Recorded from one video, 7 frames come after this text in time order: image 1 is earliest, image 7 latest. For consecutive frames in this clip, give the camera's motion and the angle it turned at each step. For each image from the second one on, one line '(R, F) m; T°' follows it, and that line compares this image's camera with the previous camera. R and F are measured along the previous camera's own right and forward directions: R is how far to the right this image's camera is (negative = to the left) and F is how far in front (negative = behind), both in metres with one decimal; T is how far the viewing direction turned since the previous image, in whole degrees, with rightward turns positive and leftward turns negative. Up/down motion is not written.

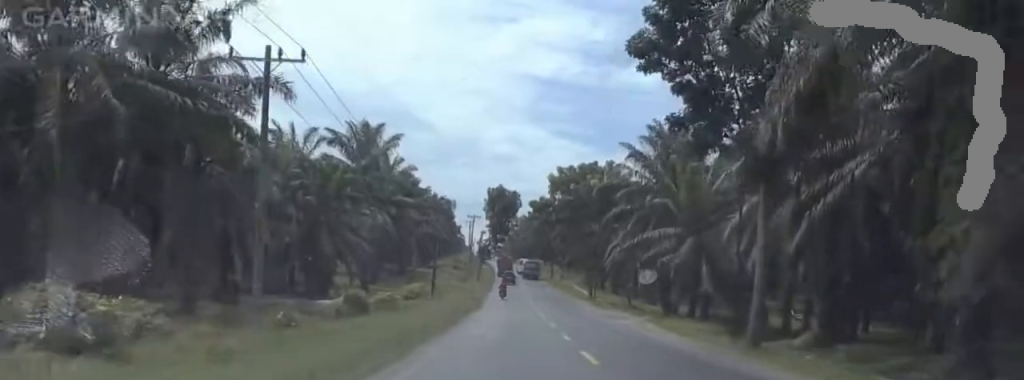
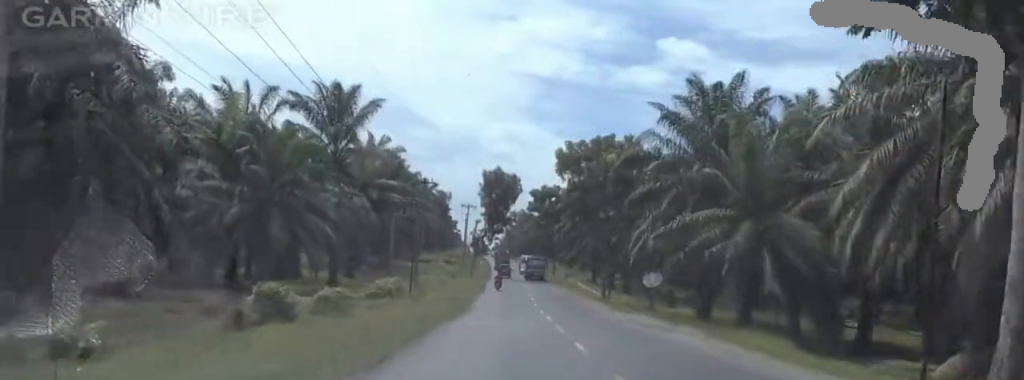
(-0.2, +14.5) m; -3°
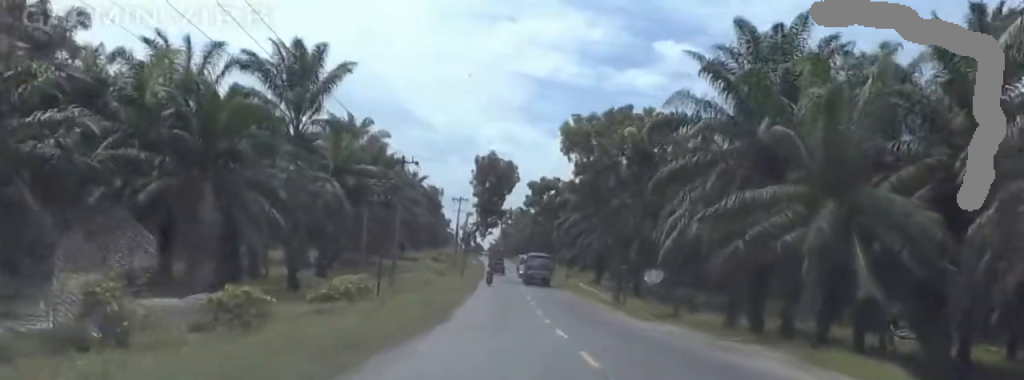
(-0.4, +12.2) m; -2°
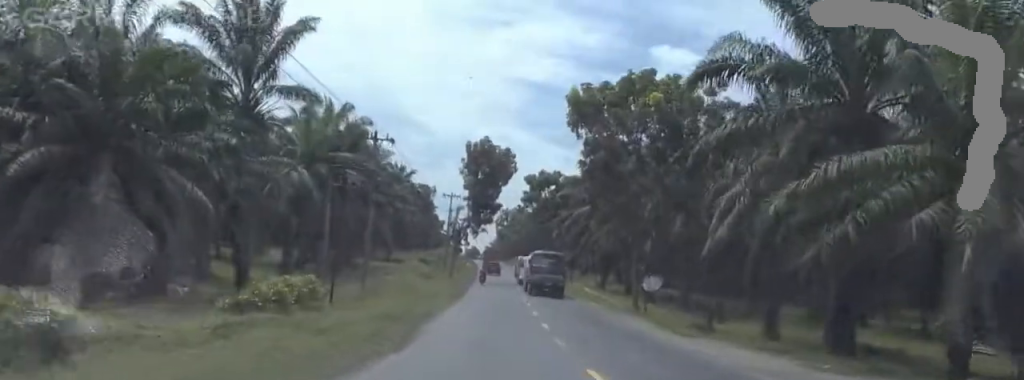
(0.0, +10.9) m; 0°
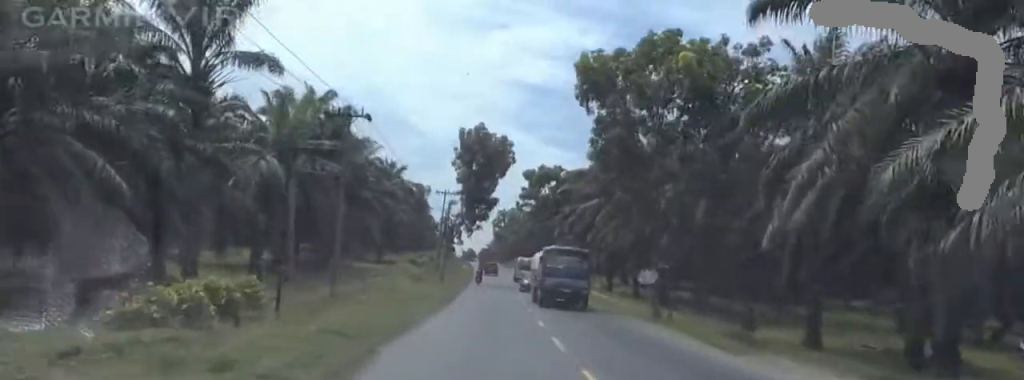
(0.0, +7.8) m; 0°
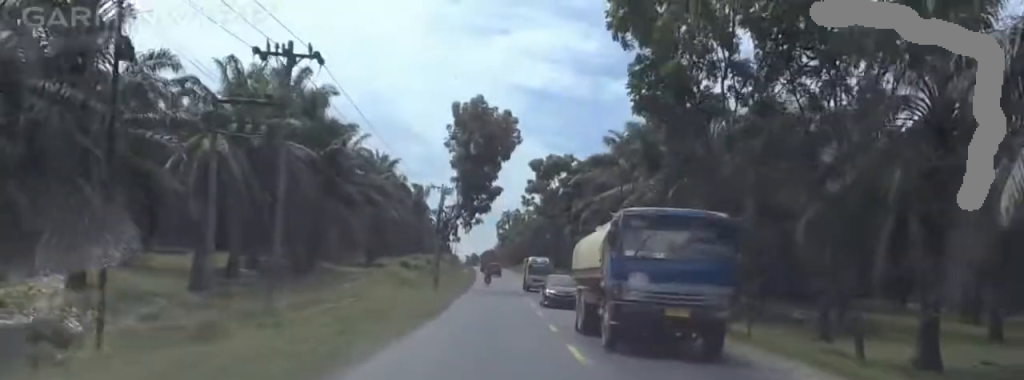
(0.0, +12.0) m; +1°
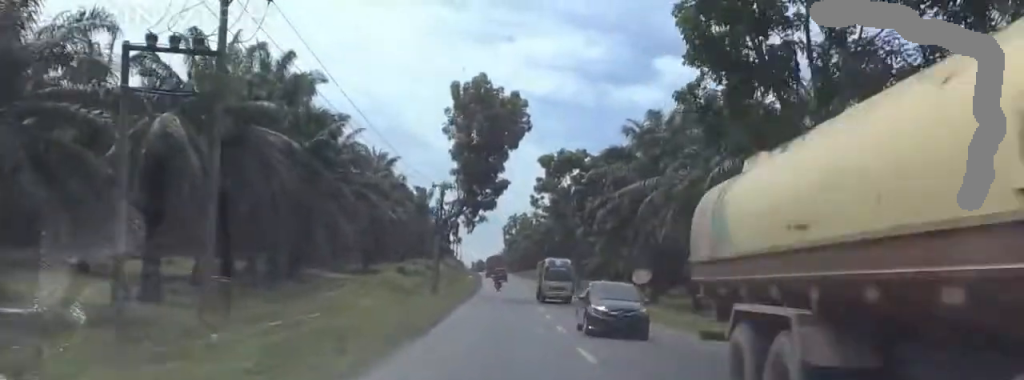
(0.0, +7.8) m; +1°
